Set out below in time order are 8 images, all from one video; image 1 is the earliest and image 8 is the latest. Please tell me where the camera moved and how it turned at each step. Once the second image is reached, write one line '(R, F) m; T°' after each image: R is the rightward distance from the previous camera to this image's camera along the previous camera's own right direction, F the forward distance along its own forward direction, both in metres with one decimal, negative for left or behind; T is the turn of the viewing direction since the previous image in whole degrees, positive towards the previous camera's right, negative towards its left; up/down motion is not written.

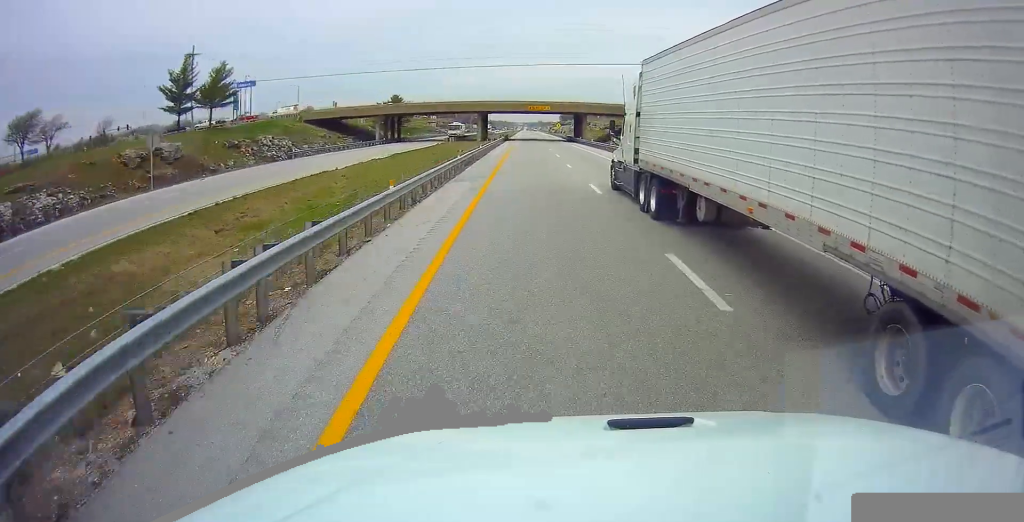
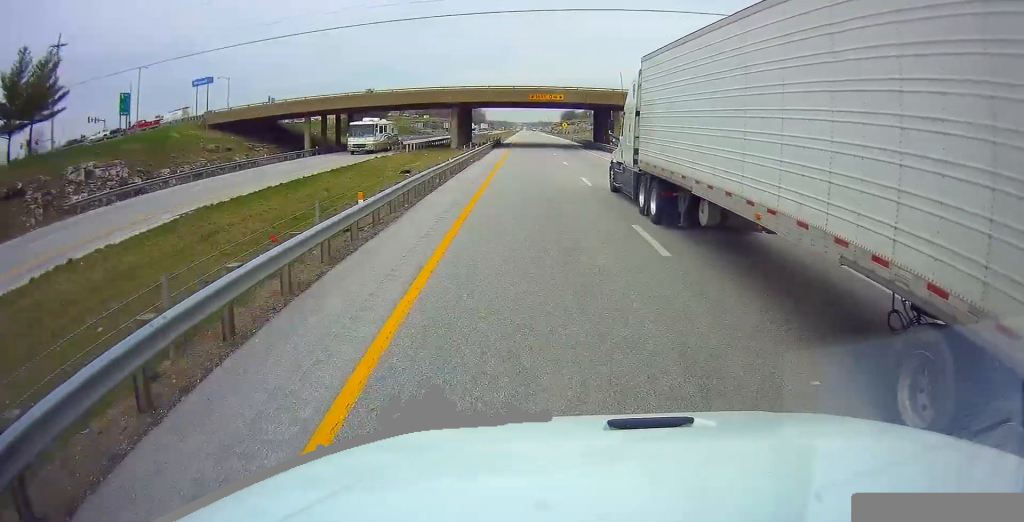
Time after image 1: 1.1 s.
(0.0, +33.2) m; 0°
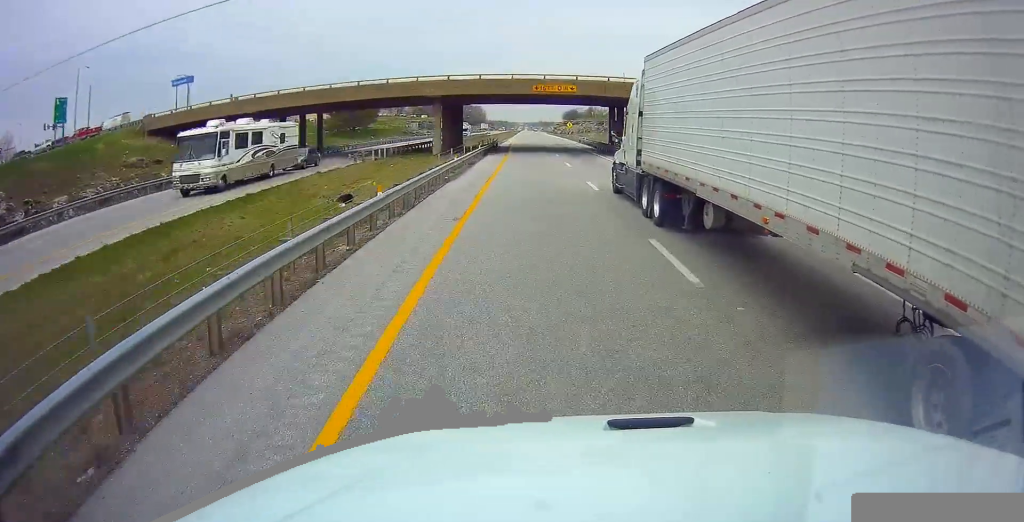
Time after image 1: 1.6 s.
(0.0, +13.6) m; 0°
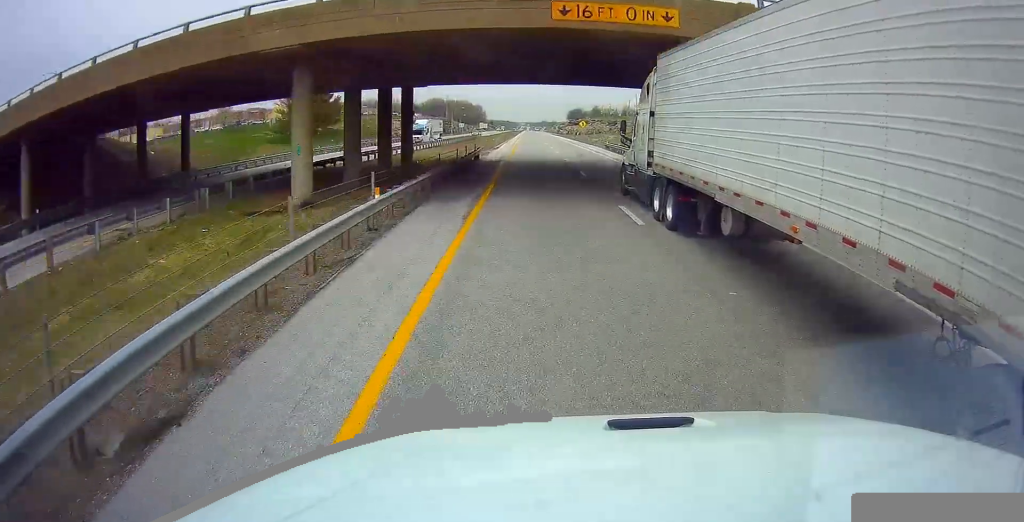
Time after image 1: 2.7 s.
(-0.2, +31.3) m; 0°
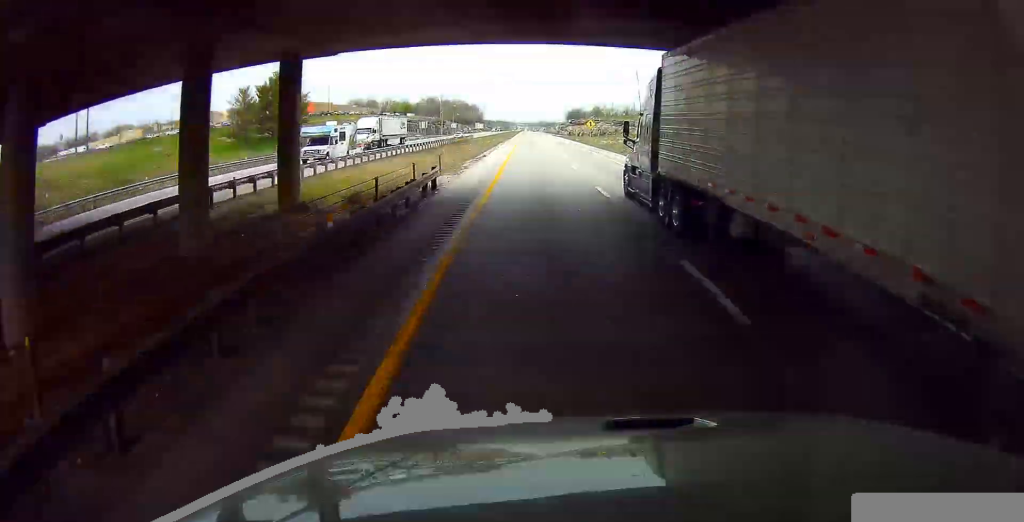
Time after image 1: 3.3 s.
(+0.1, +18.6) m; 0°
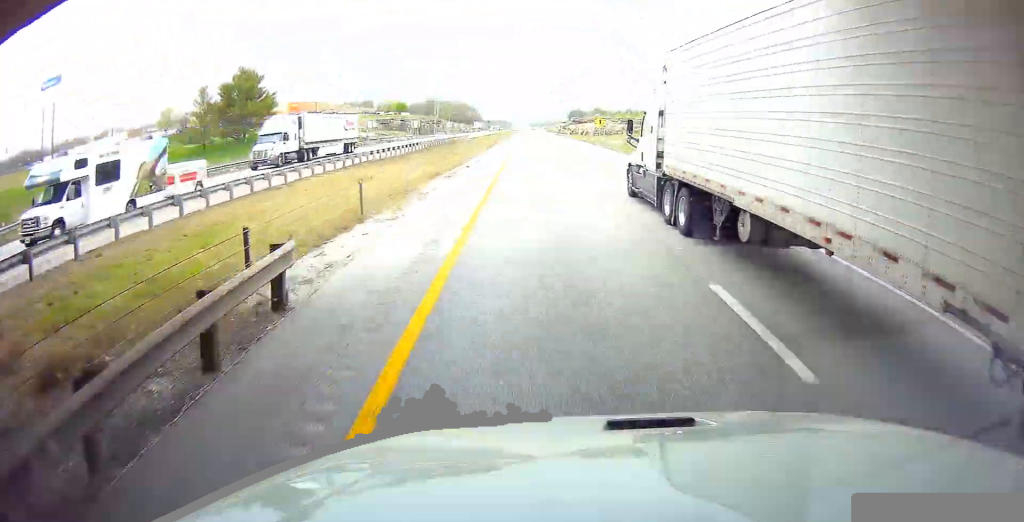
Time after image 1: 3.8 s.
(0.0, +13.7) m; 0°
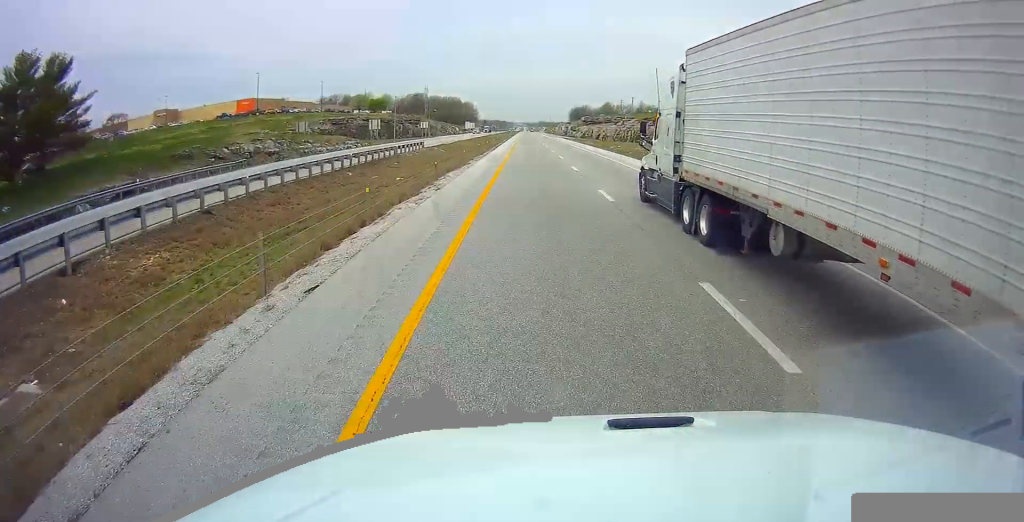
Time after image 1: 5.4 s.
(-0.3, +48.0) m; 0°
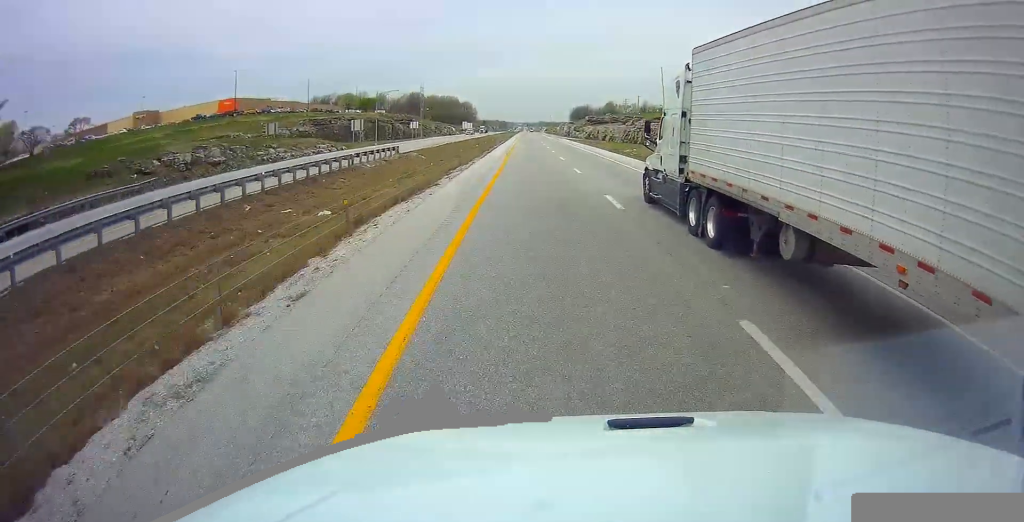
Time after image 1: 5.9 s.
(-0.1, +13.7) m; 0°
